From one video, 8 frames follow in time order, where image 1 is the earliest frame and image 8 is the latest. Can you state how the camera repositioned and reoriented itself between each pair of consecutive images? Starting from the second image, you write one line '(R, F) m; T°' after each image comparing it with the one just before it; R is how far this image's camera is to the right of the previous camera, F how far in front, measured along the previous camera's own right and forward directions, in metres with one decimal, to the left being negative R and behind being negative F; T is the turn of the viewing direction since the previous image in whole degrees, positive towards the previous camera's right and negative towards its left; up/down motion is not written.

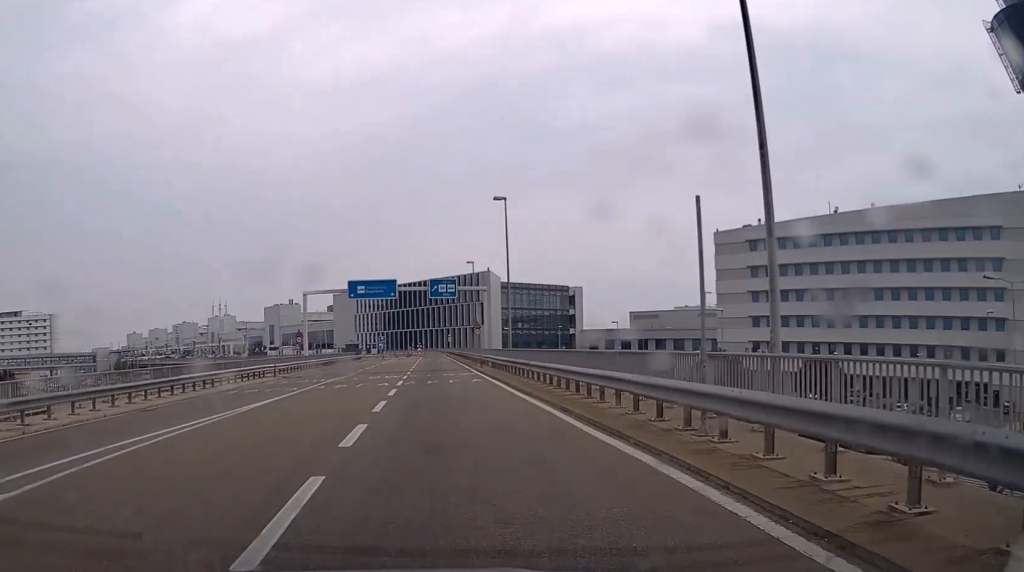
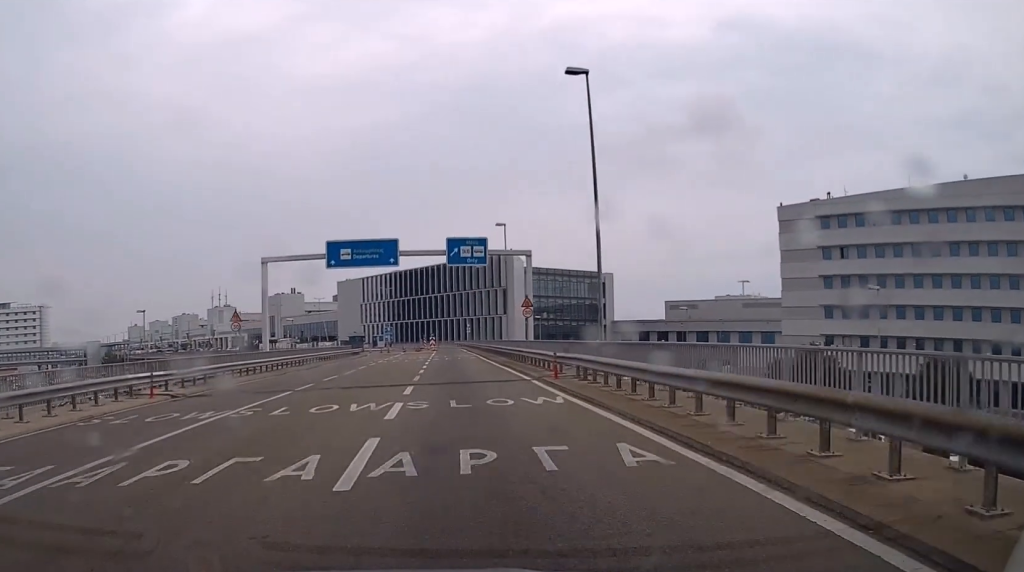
(+0.7, +21.7) m; +2°
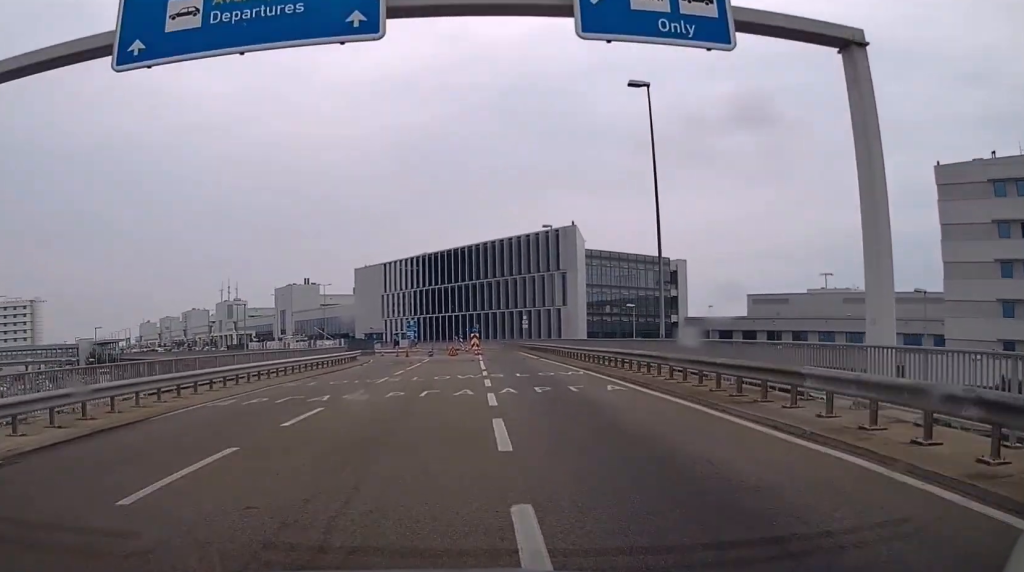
(-0.9, +34.1) m; -4°
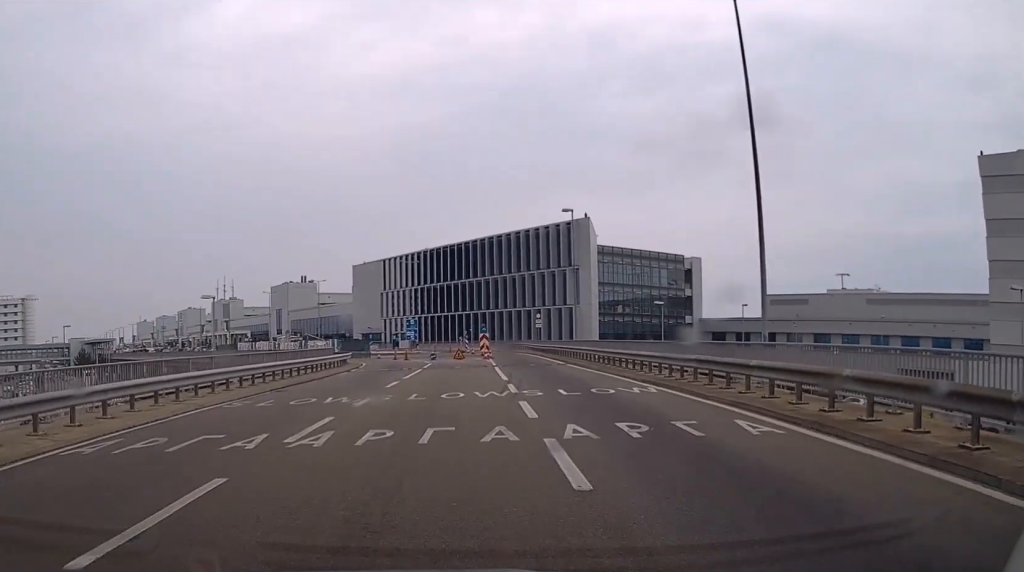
(-0.2, +8.2) m; -1°
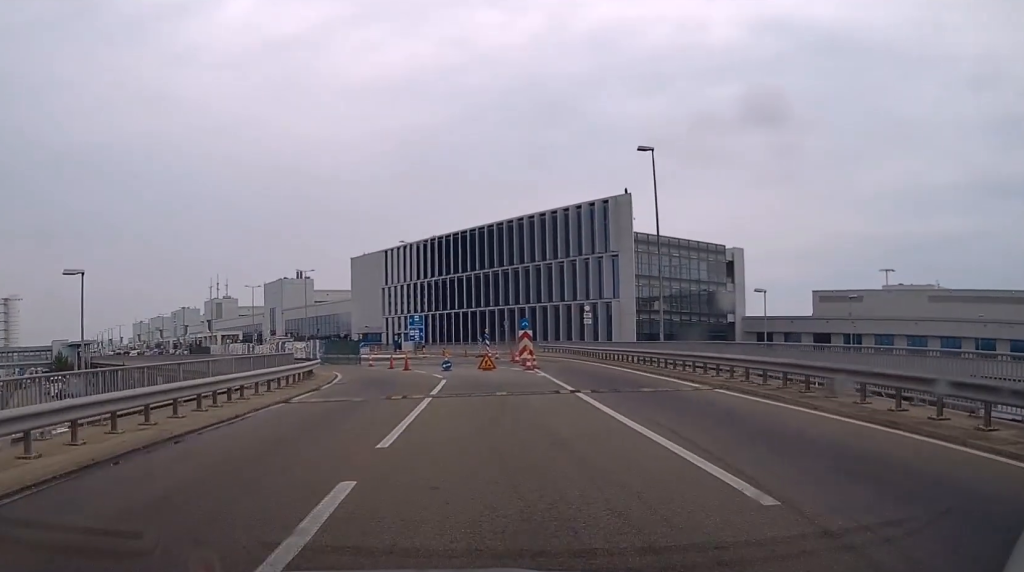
(-0.3, +18.9) m; -2°
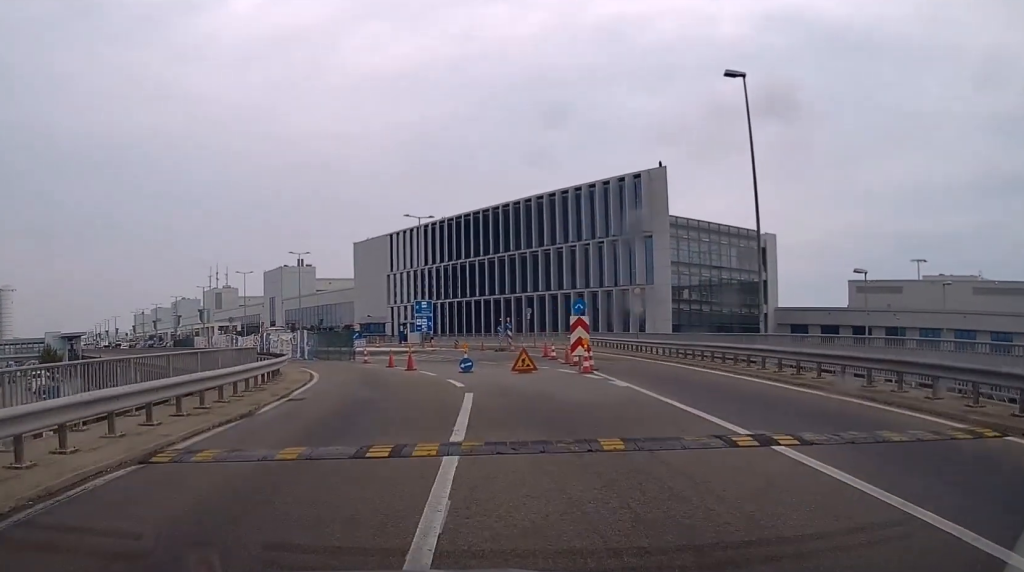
(0.0, +10.4) m; 0°
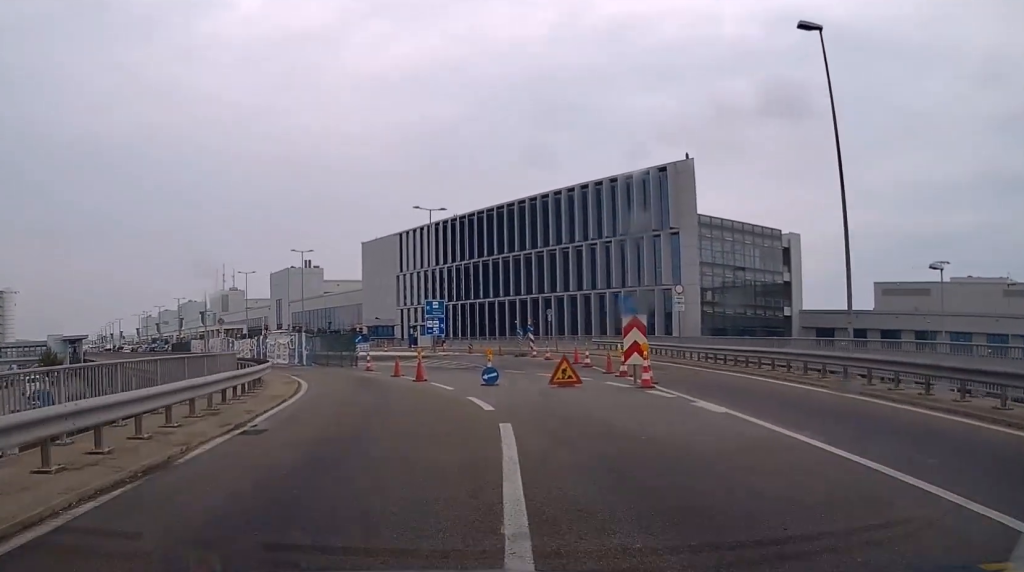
(0.0, +5.5) m; 0°
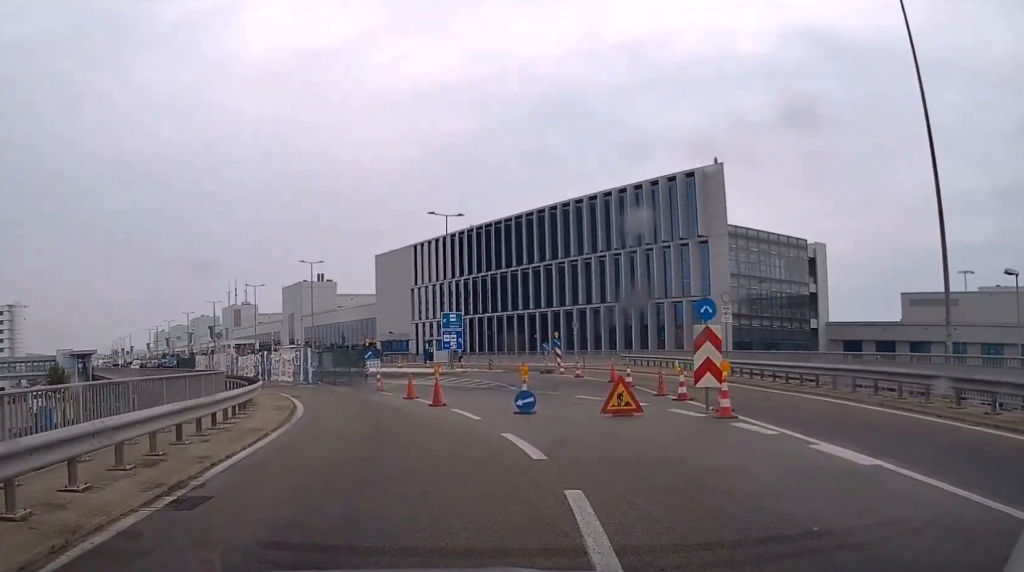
(0.0, +4.8) m; 0°
